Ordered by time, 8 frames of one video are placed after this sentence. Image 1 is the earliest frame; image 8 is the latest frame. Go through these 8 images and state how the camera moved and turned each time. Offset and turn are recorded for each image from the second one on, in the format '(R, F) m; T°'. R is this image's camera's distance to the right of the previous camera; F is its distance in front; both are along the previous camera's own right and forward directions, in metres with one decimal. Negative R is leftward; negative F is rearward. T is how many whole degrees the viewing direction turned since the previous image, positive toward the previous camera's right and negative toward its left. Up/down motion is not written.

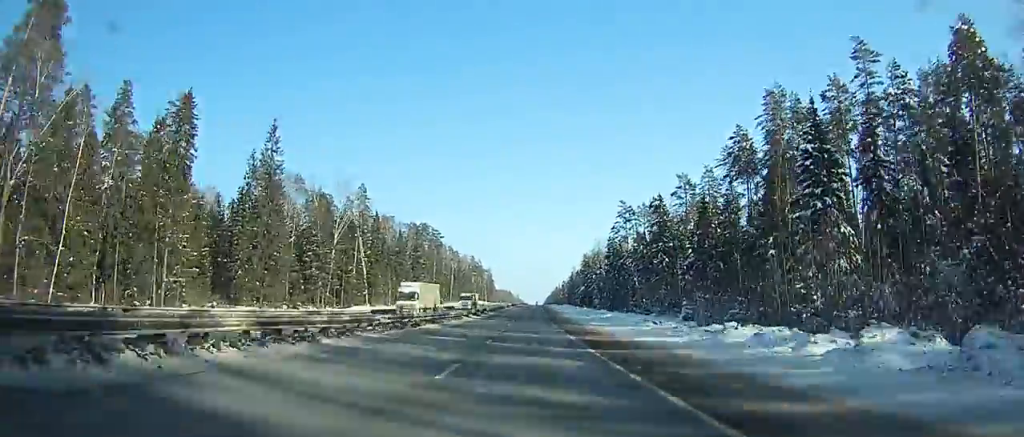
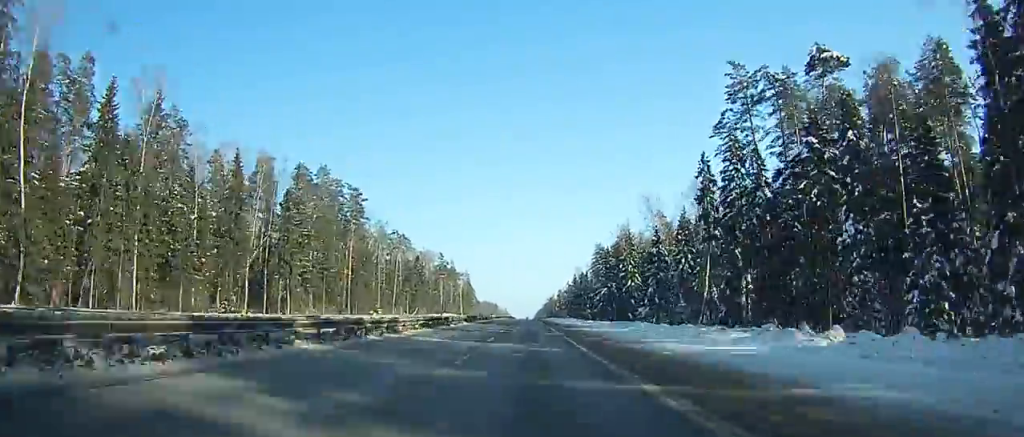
(-0.1, +104.8) m; 0°
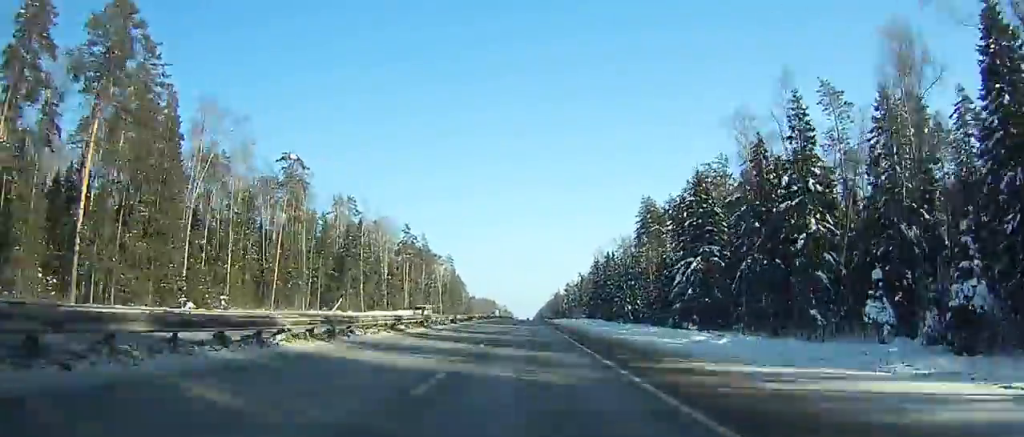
(+0.7, +90.2) m; +1°
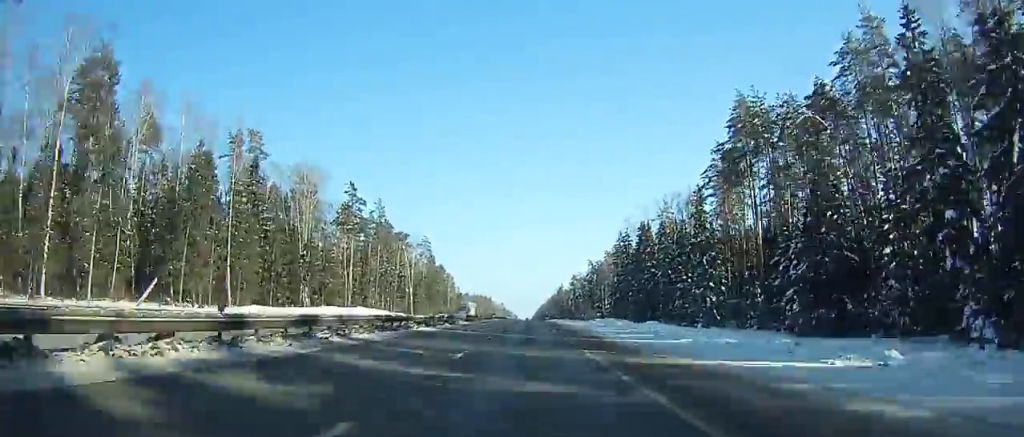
(+0.2, +66.3) m; 0°
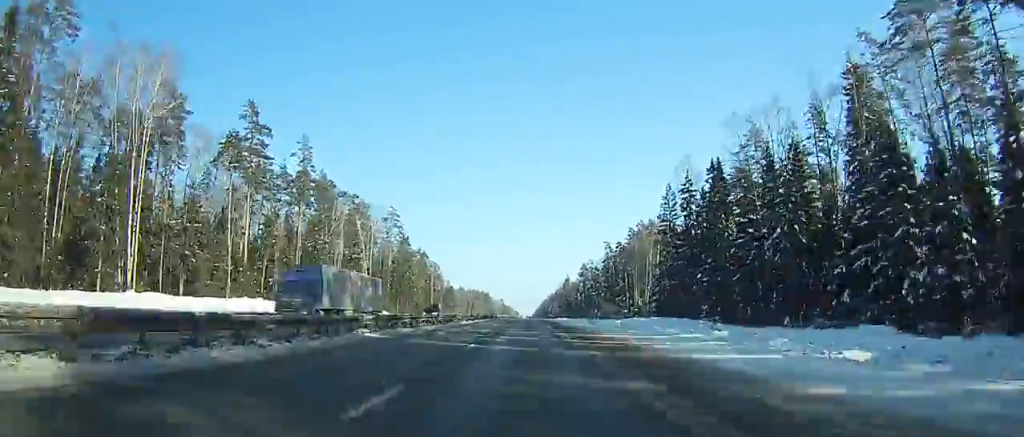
(+0.1, +57.3) m; 0°
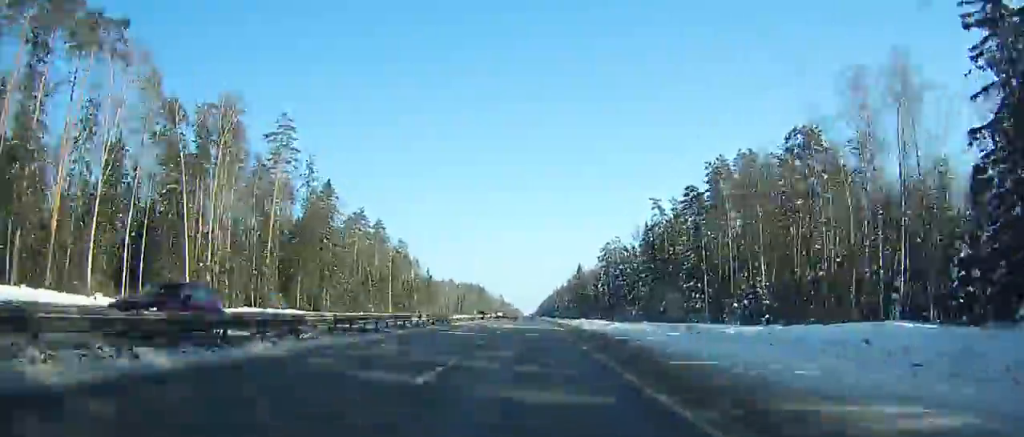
(-0.1, +81.7) m; 0°
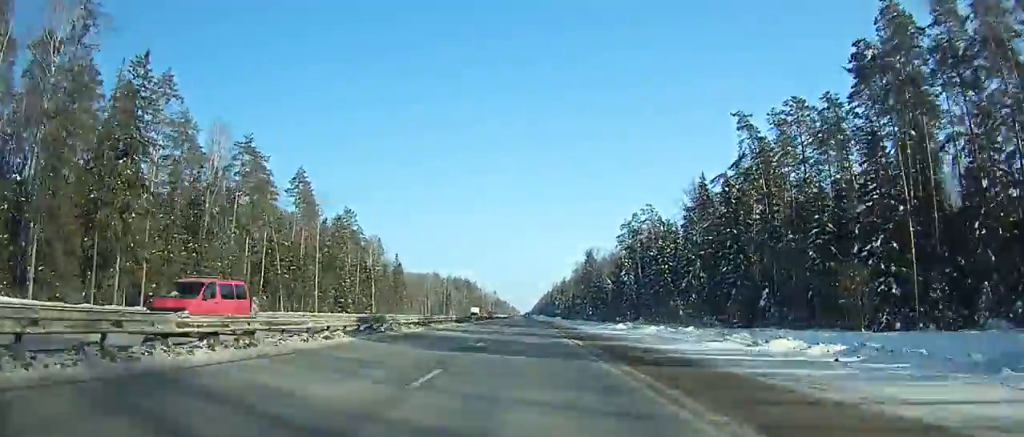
(-0.2, +60.6) m; 0°
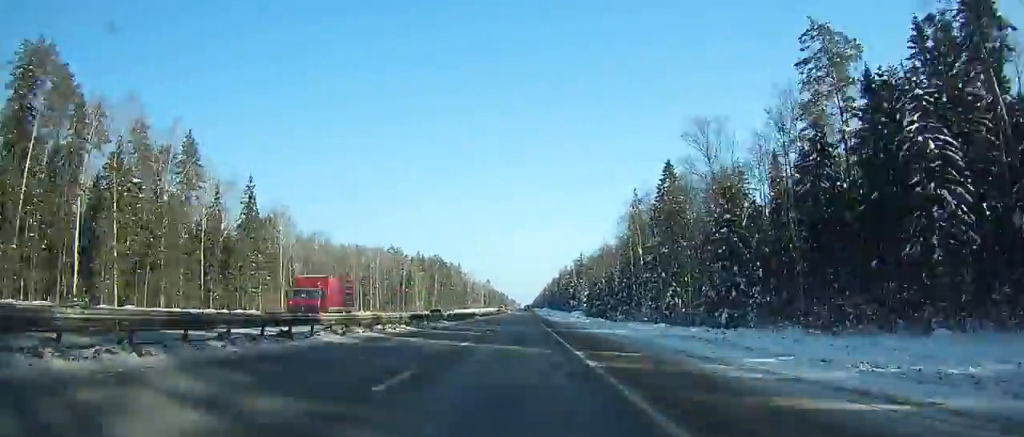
(+0.4, +121.4) m; 0°
